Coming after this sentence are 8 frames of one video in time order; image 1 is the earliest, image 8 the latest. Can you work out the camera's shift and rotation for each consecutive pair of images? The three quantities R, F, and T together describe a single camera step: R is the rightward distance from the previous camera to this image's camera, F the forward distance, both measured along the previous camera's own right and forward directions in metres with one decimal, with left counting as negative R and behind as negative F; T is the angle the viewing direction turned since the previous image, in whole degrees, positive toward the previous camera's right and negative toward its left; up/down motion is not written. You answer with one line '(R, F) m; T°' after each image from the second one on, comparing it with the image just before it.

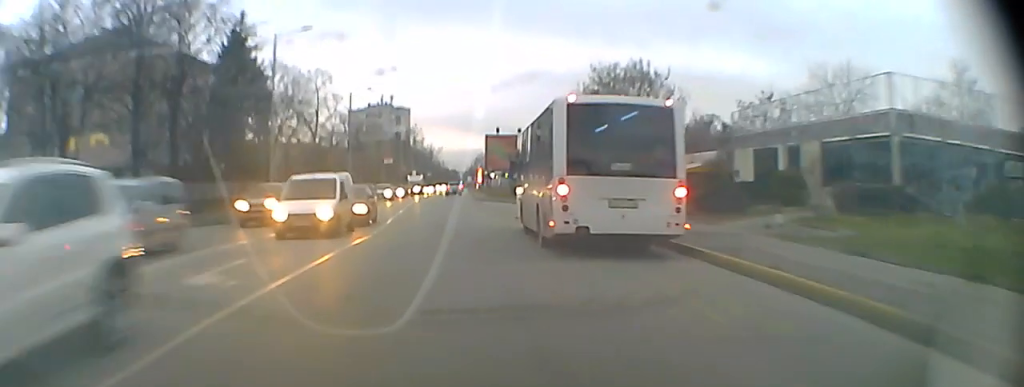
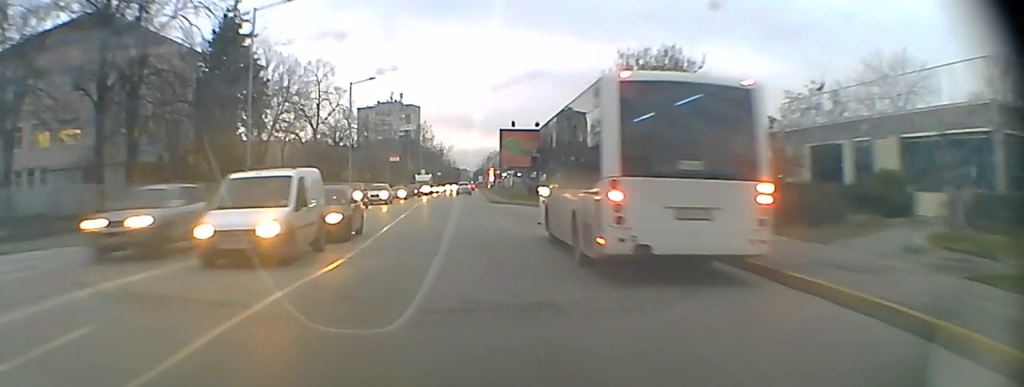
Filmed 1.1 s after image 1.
(0.0, +7.2) m; 0°
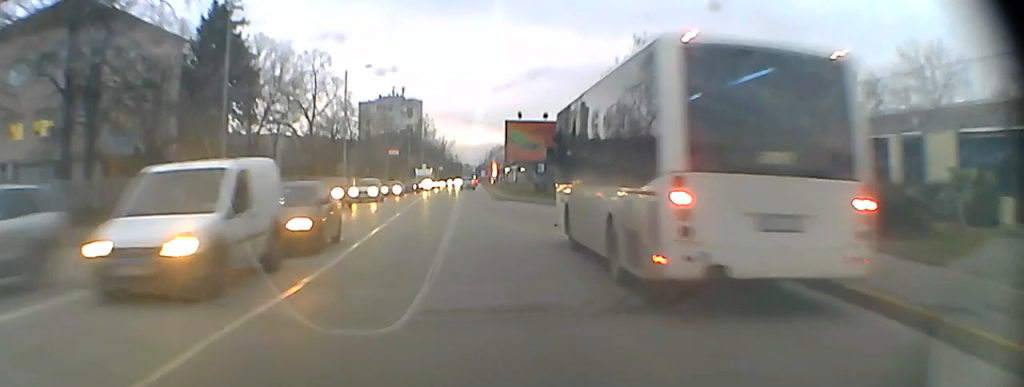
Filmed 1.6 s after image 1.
(0.0, +3.7) m; 0°
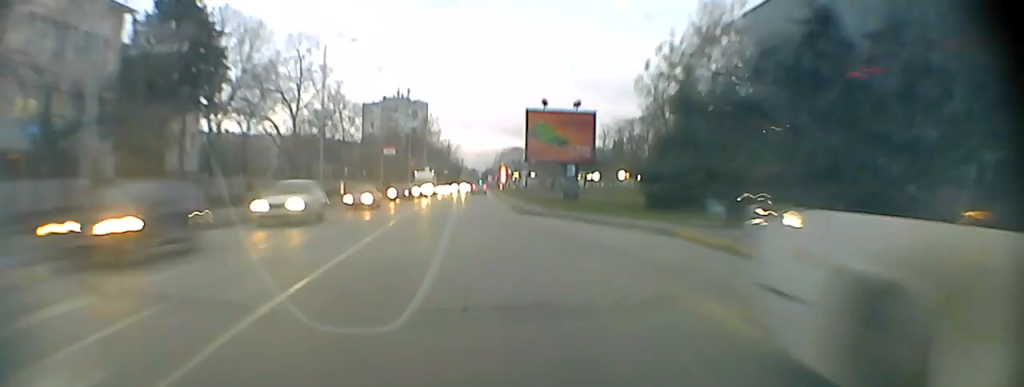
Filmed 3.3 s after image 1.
(-0.1, +12.9) m; -1°
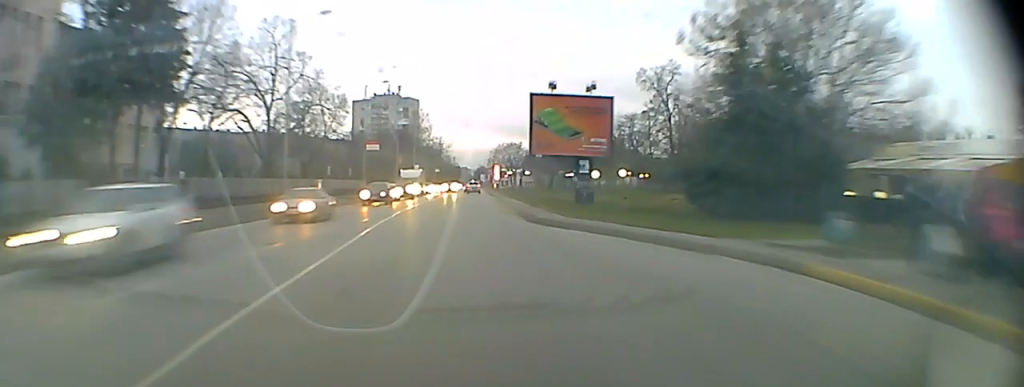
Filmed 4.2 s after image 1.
(0.0, +6.8) m; +1°
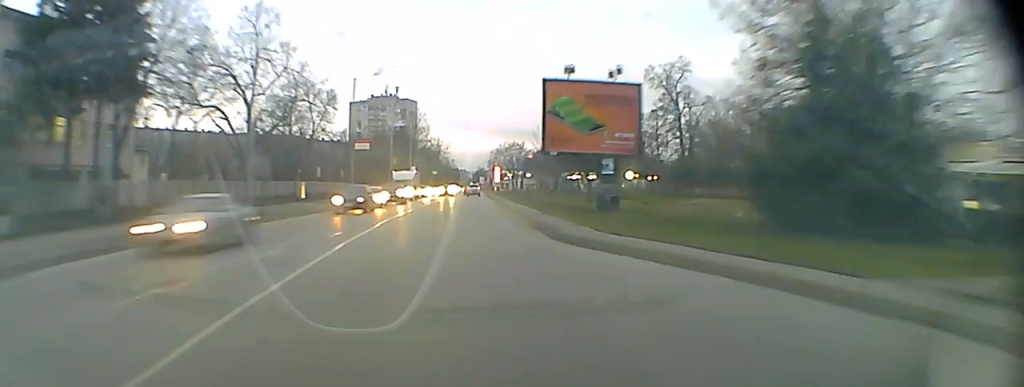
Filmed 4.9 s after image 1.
(+0.1, +5.5) m; 0°
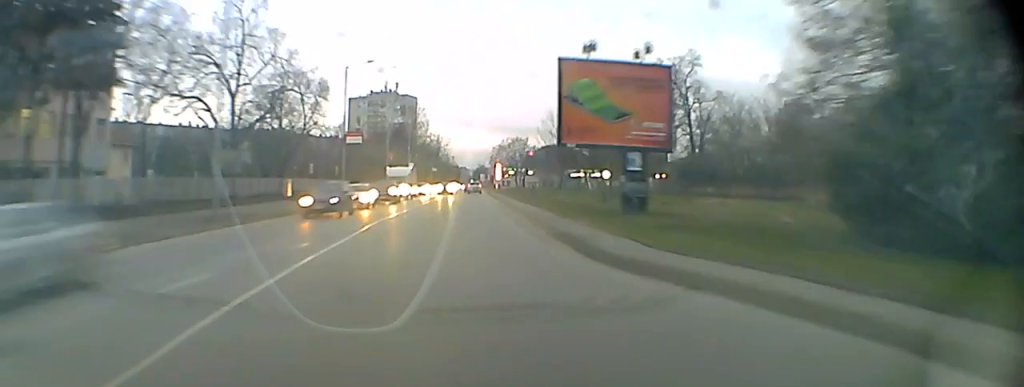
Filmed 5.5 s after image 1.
(0.0, +5.1) m; 0°
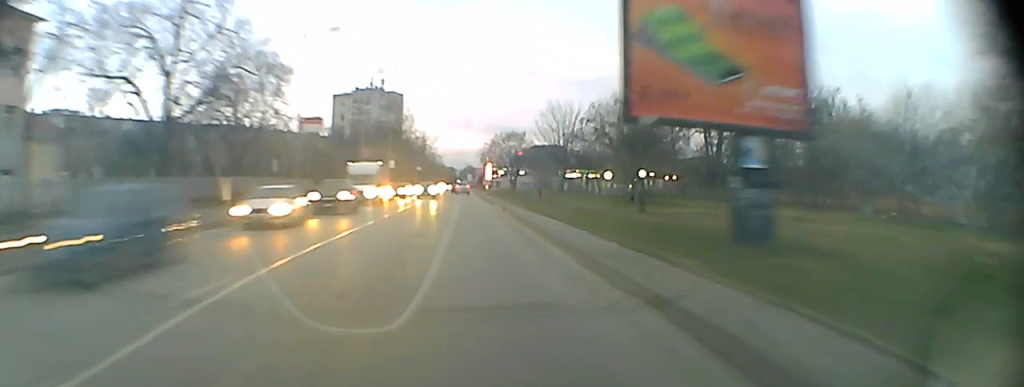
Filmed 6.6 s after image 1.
(0.0, +10.3) m; 0°
